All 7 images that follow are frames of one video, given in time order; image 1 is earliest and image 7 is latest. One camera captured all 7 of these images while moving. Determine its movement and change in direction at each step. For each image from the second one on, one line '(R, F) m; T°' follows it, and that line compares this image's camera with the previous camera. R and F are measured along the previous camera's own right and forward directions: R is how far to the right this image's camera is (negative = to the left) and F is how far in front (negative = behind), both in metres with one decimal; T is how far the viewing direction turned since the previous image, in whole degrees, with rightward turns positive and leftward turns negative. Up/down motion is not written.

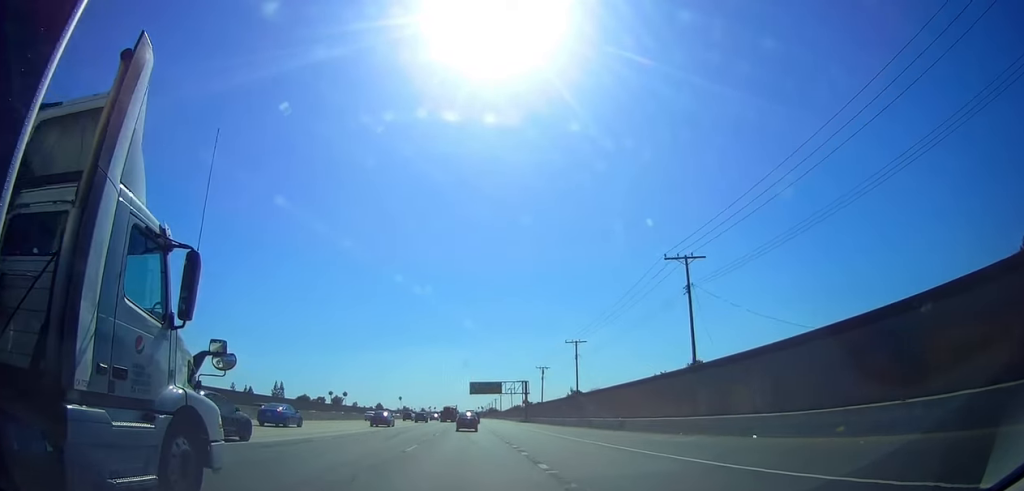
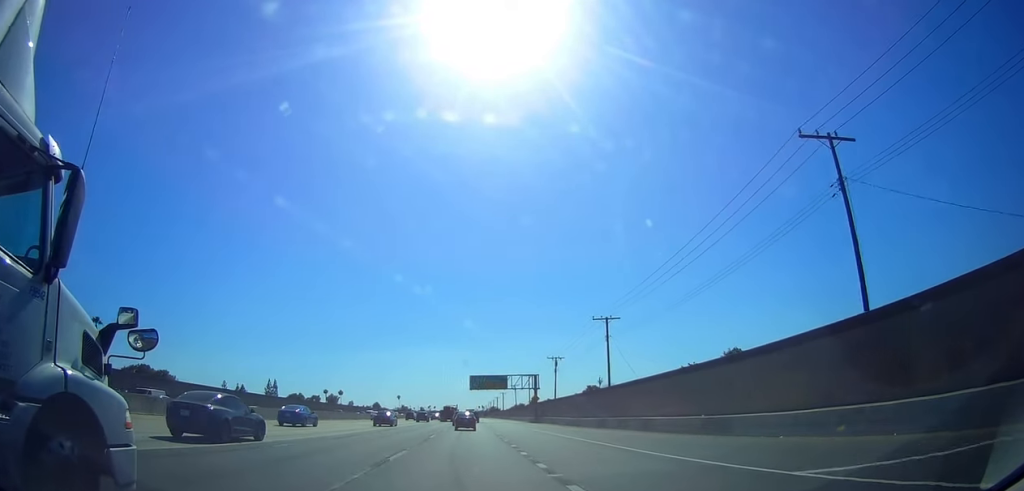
(+0.2, +18.1) m; +1°
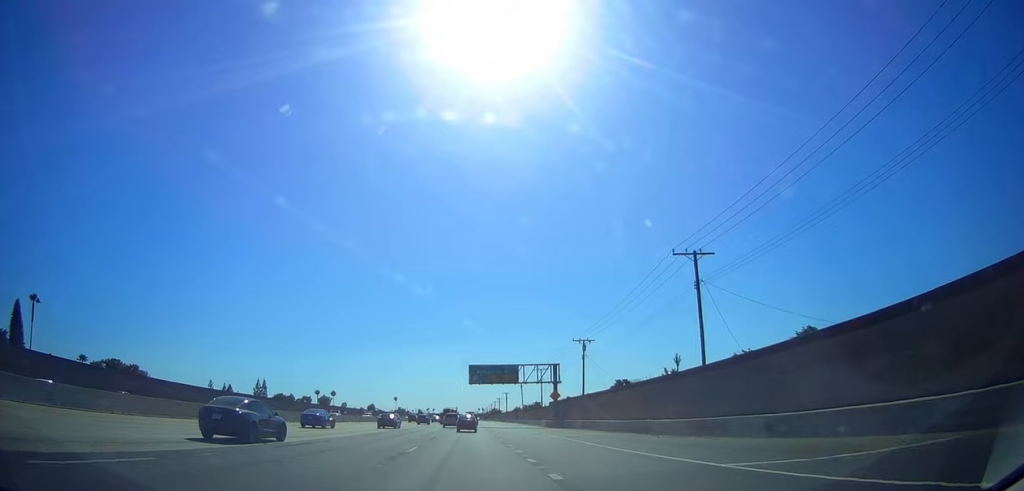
(0.0, +25.2) m; -1°
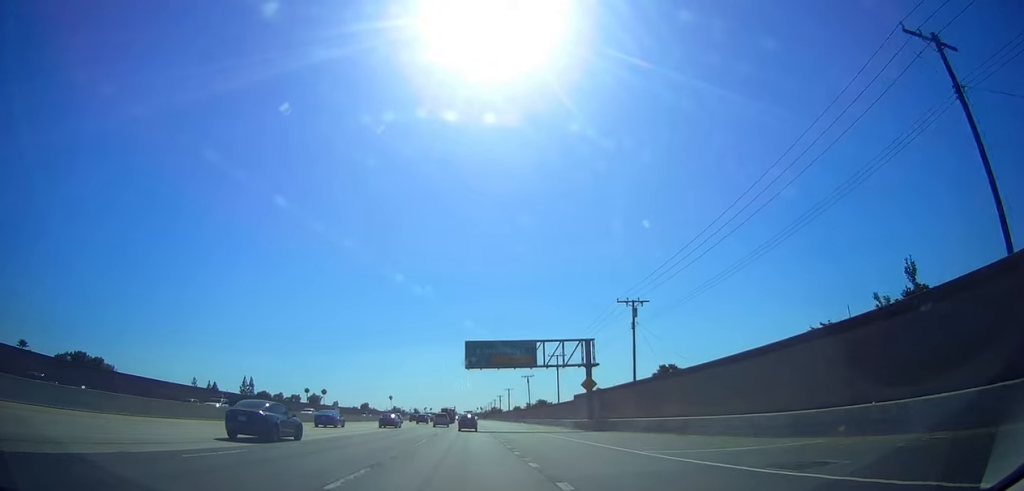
(-0.4, +24.2) m; -1°
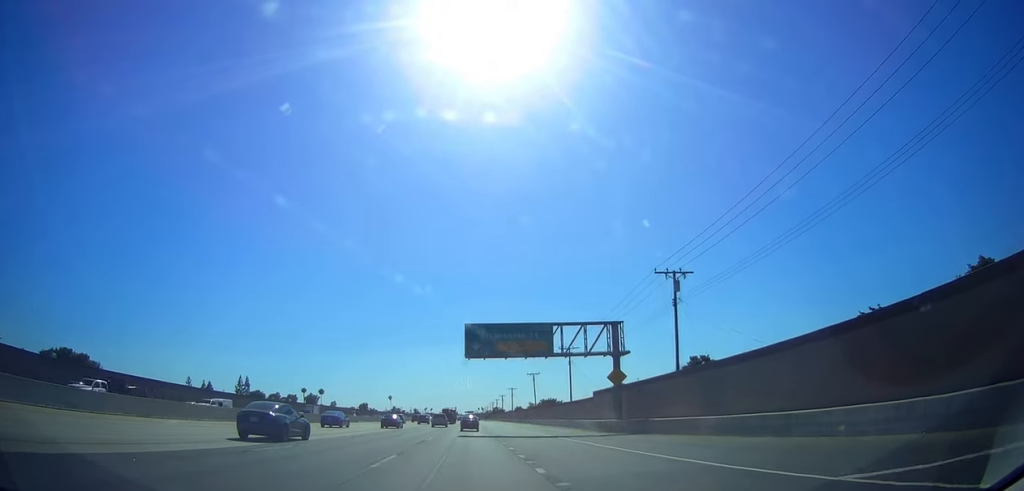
(-0.4, +10.4) m; 0°
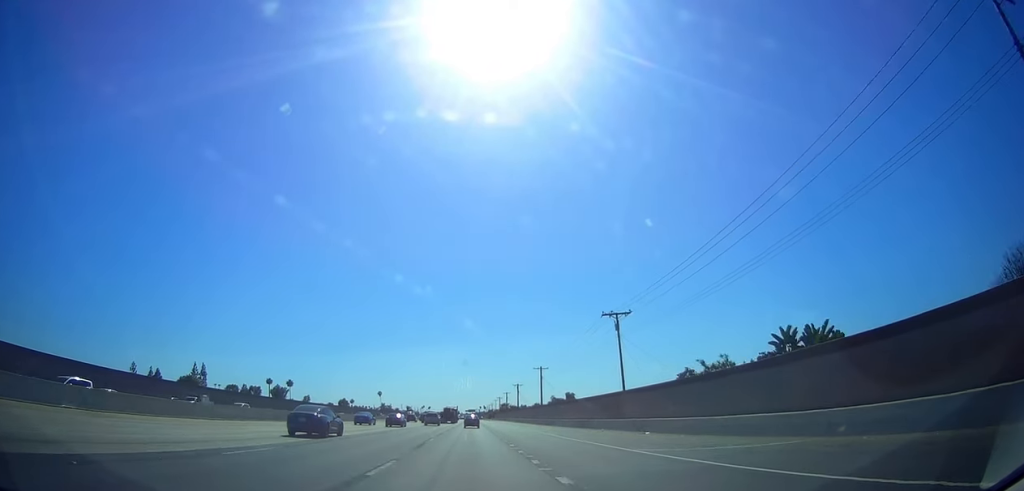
(+2.6, +73.4) m; +2°
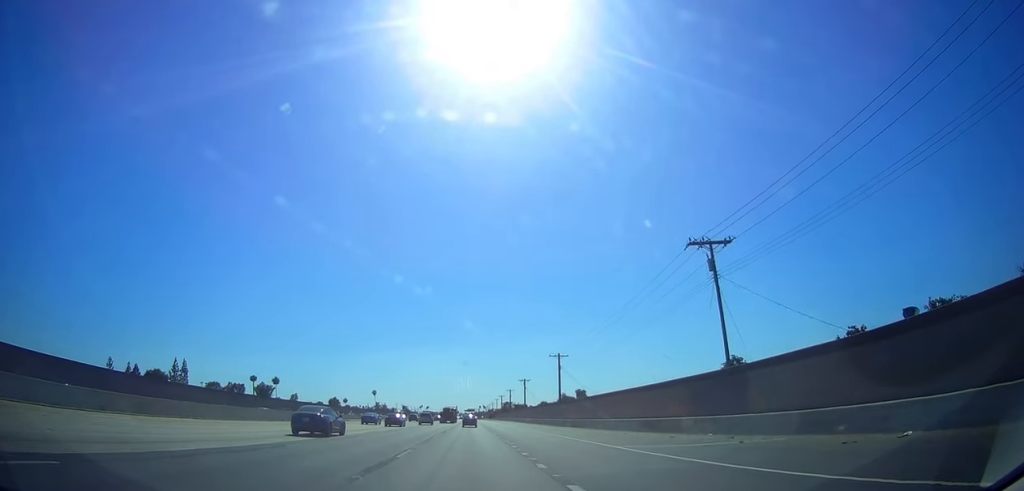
(0.0, +23.9) m; 0°
